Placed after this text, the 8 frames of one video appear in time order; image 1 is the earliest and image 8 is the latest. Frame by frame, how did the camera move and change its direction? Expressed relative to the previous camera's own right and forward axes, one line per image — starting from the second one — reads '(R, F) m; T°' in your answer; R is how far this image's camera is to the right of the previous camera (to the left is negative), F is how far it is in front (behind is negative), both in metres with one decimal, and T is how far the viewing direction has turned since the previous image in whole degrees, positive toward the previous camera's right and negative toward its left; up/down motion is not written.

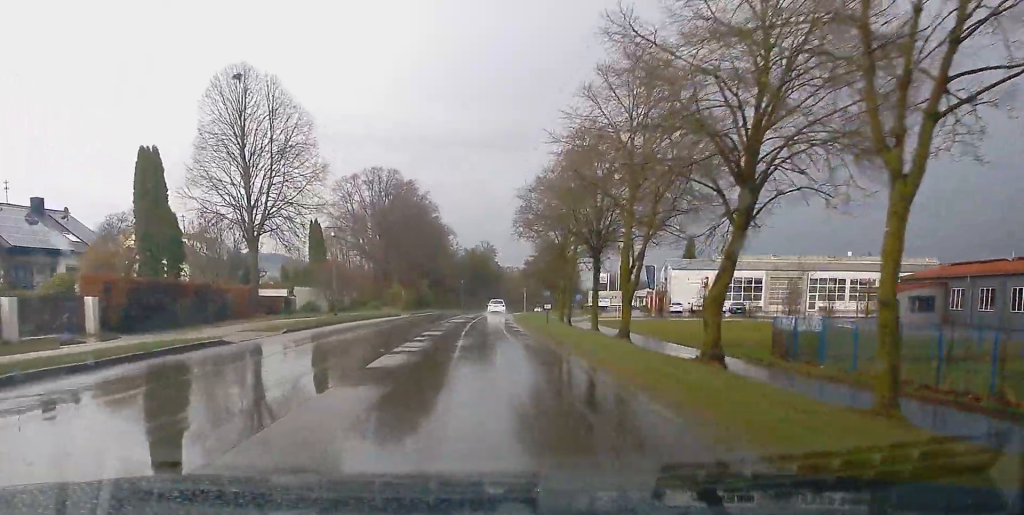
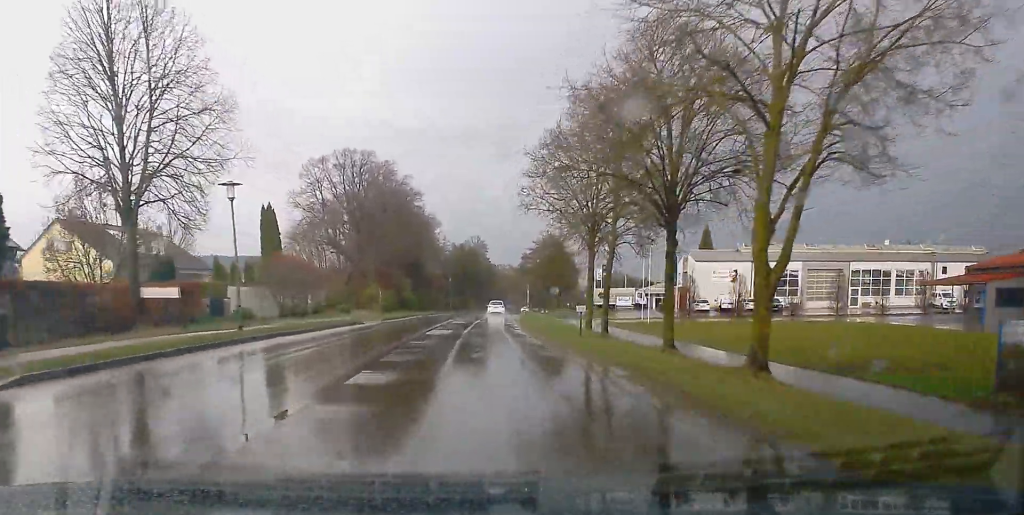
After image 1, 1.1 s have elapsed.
(0.0, +15.5) m; +1°
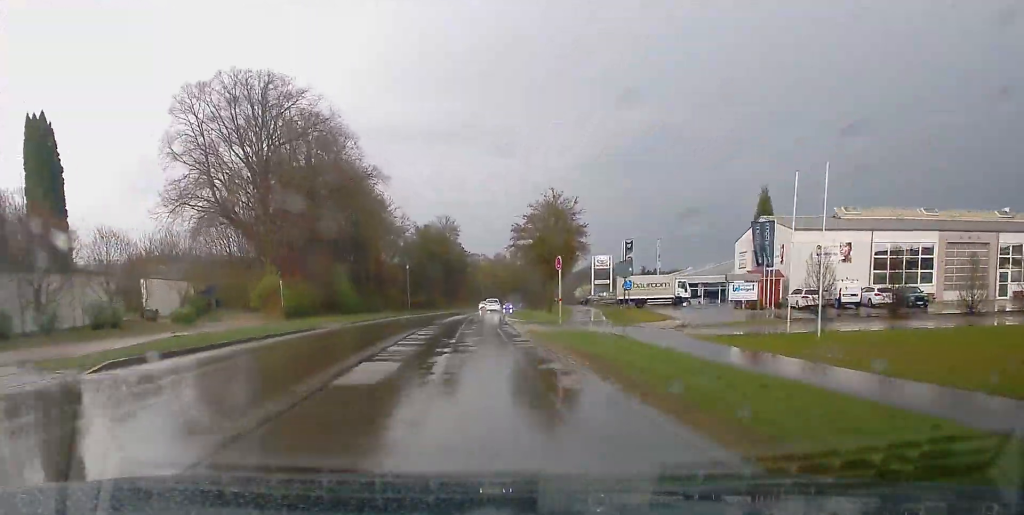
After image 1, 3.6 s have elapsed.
(+0.5, +33.5) m; +2°
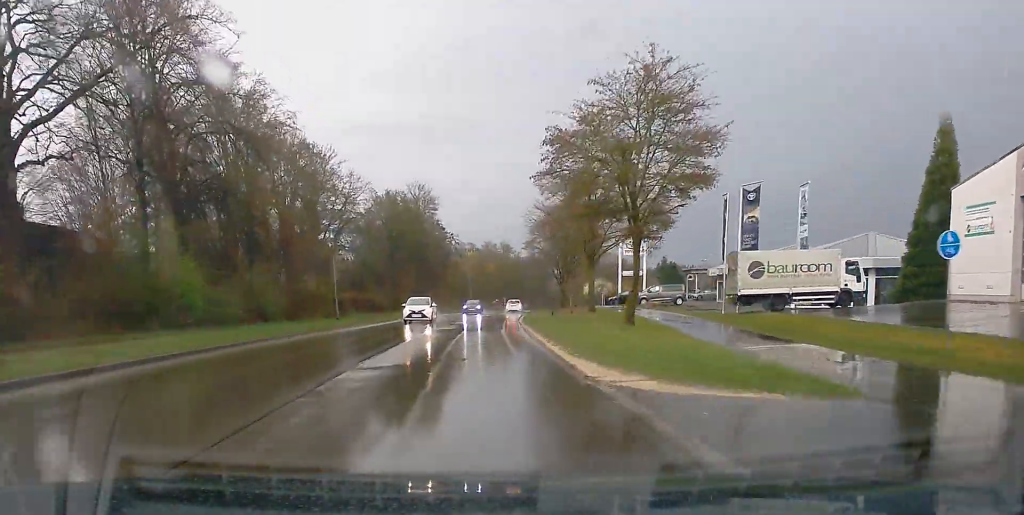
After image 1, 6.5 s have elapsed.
(+0.8, +37.0) m; +2°
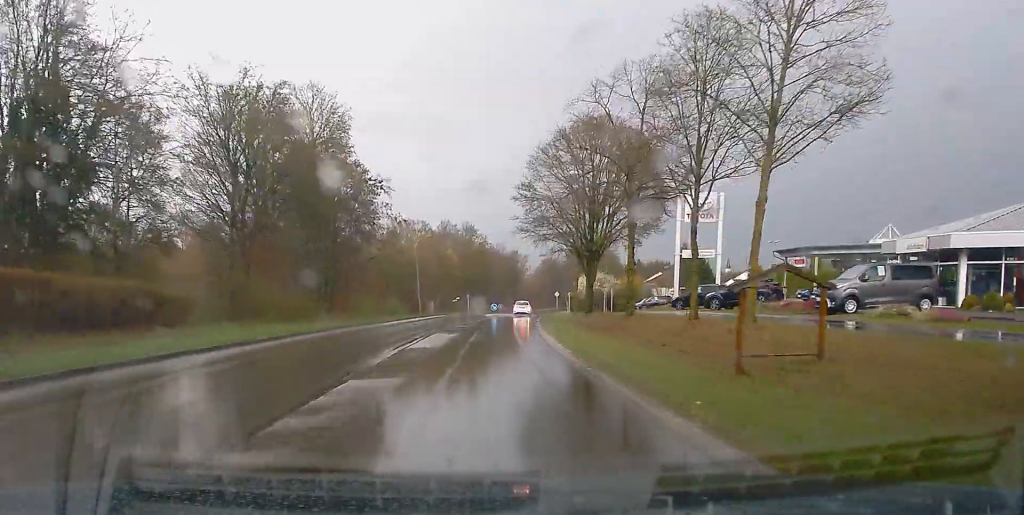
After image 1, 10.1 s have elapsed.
(+0.4, +45.9) m; +3°
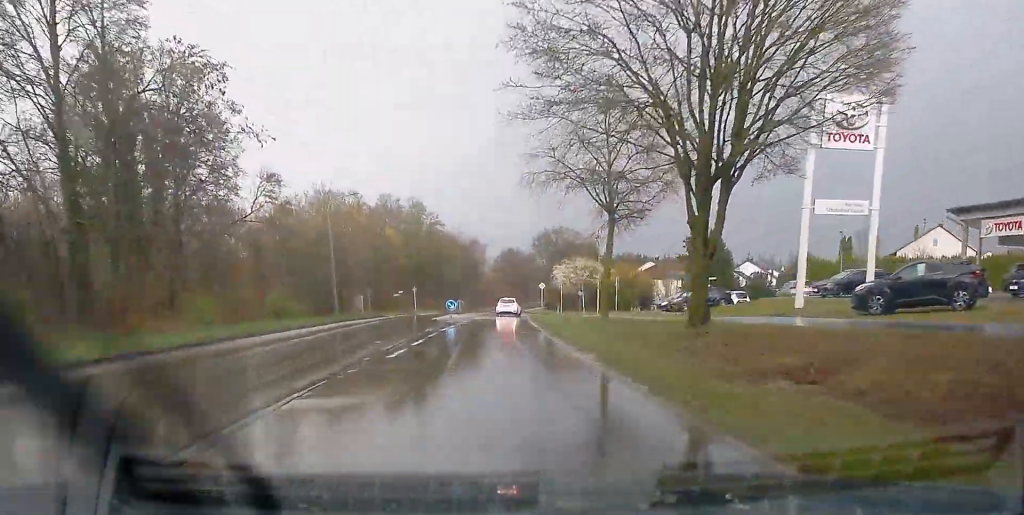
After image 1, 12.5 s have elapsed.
(+1.2, +29.1) m; +2°
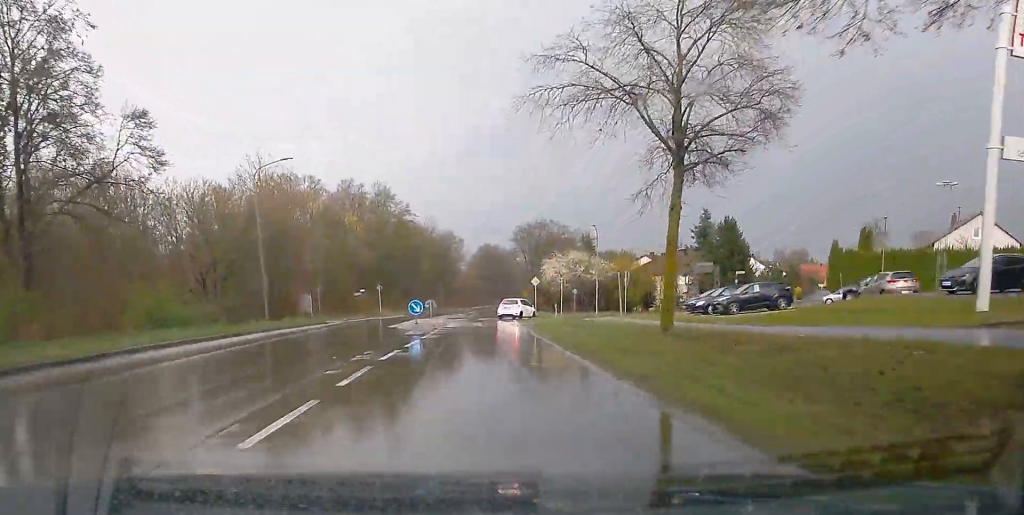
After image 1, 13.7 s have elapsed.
(-0.2, +14.0) m; +1°
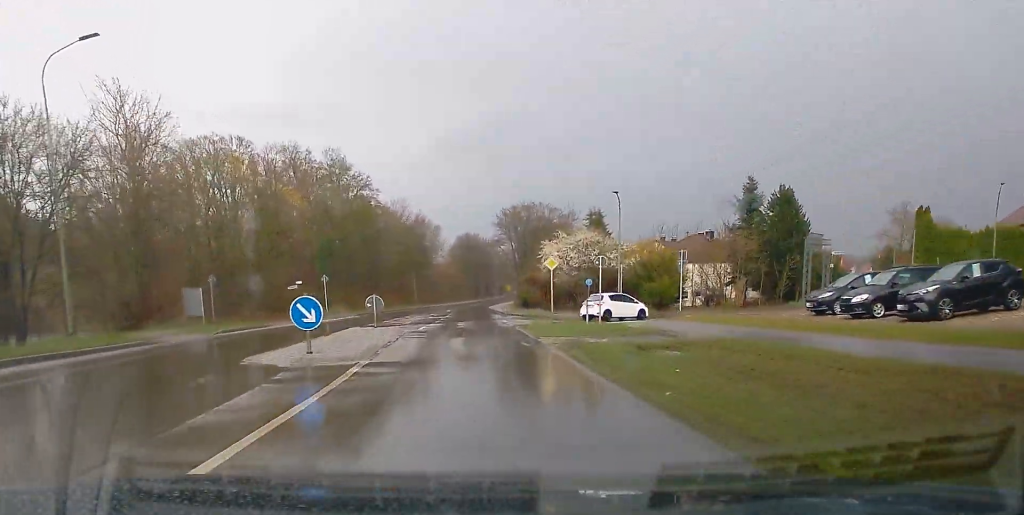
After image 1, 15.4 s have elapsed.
(0.0, +20.6) m; +1°
